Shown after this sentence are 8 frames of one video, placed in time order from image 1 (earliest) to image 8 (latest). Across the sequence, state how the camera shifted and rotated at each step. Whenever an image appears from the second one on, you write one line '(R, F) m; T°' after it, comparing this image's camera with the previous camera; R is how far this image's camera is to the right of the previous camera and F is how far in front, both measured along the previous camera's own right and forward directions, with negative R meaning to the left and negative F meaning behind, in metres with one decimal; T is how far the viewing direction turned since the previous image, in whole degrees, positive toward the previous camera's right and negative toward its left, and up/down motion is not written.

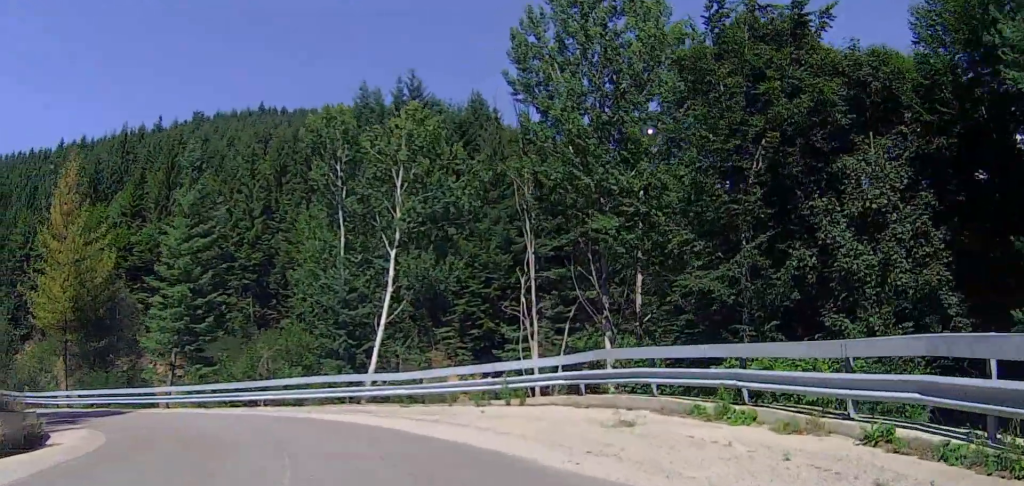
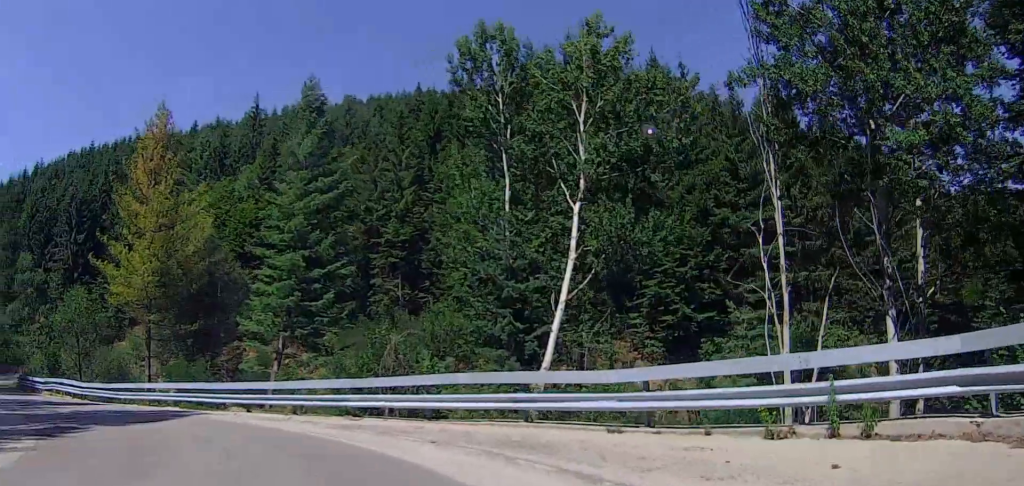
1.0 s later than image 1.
(-0.5, +9.5) m; -9°
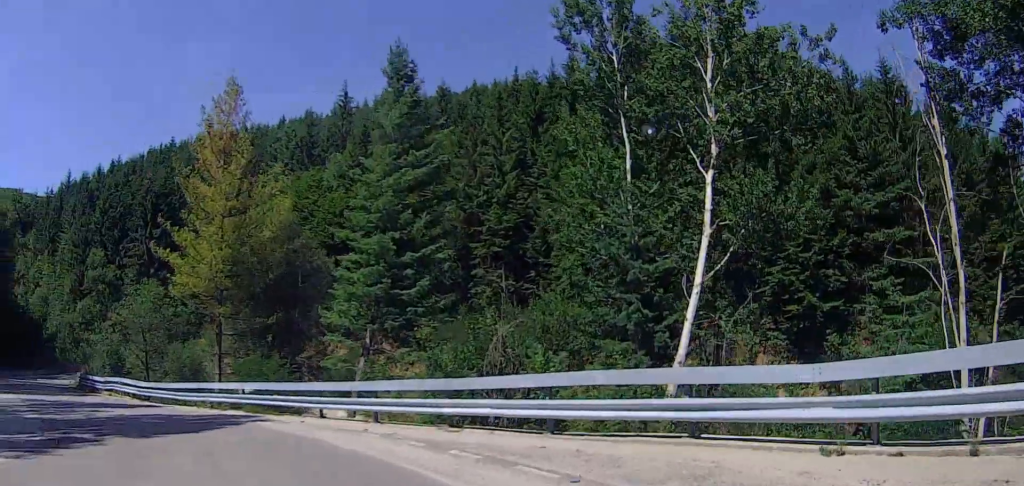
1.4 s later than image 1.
(+0.2, +4.1) m; -5°
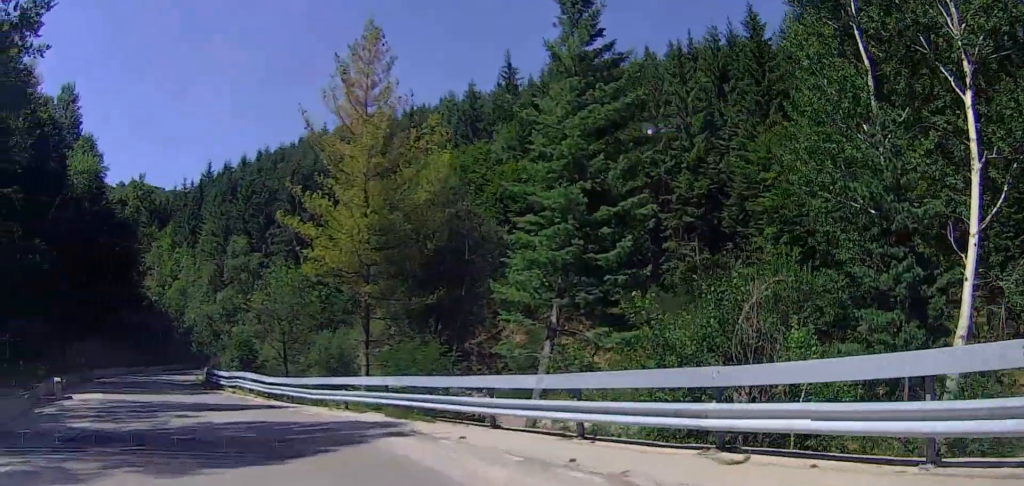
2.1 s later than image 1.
(-0.8, +5.6) m; -16°
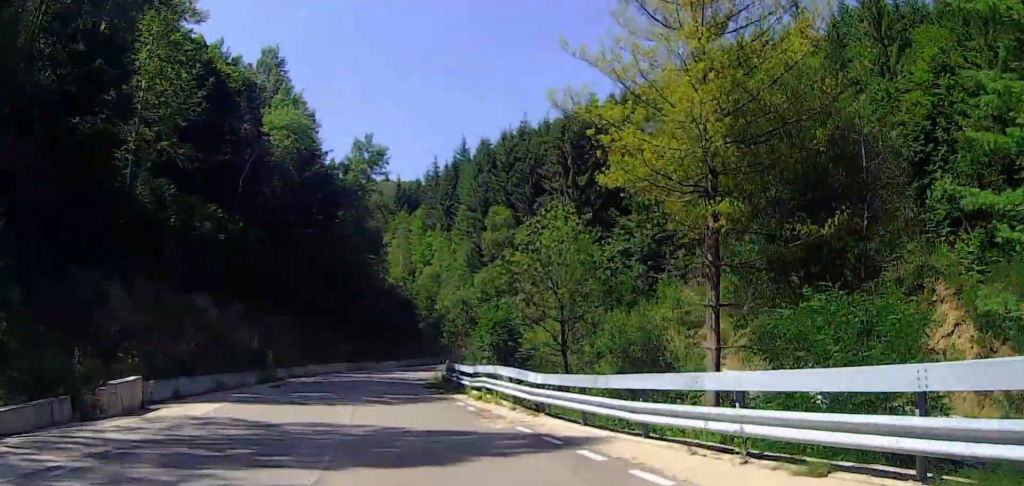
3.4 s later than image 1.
(-2.9, +11.0) m; -21°
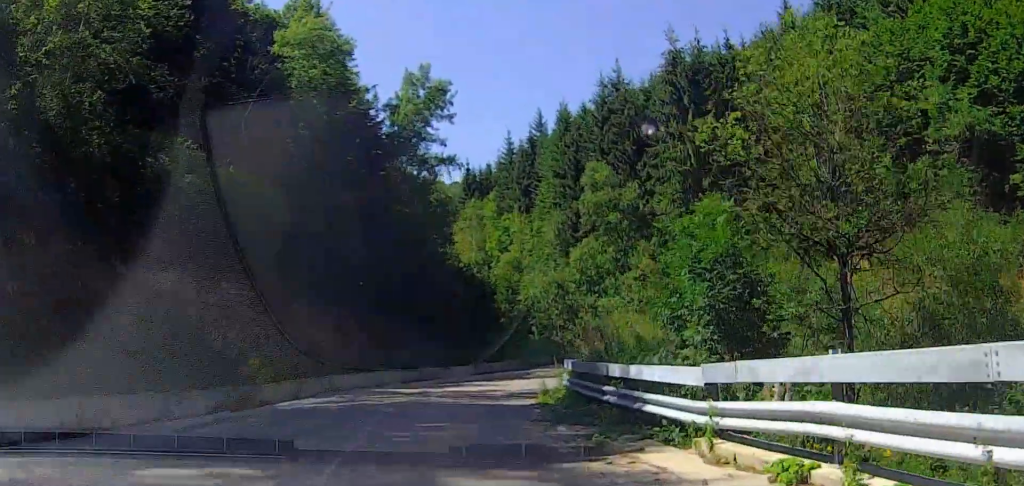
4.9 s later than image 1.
(-0.3, +14.7) m; -1°
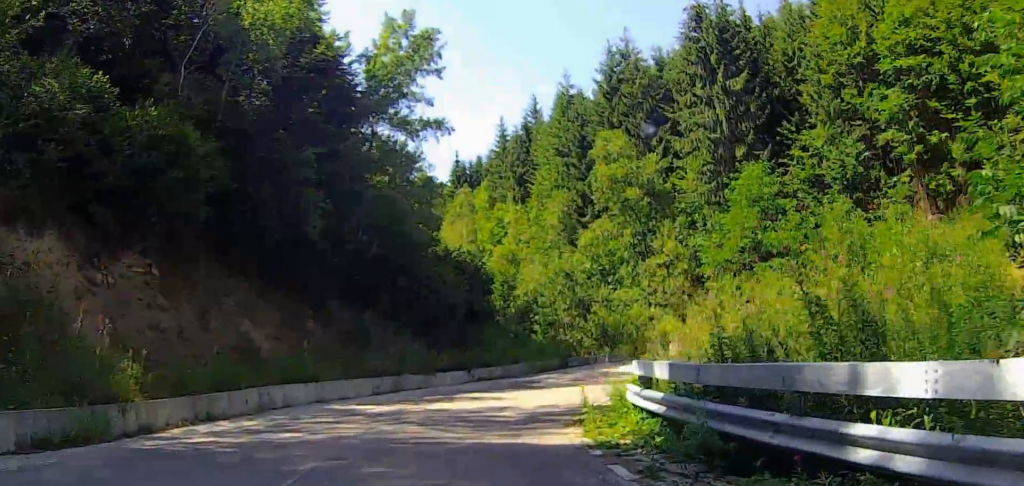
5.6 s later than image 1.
(0.0, +7.6) m; 0°
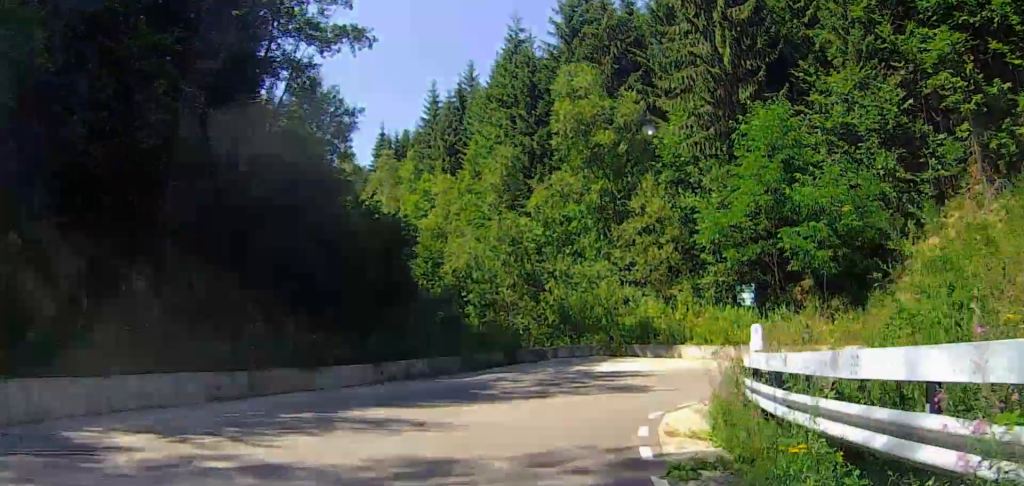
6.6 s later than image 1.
(0.0, +11.1) m; 0°
